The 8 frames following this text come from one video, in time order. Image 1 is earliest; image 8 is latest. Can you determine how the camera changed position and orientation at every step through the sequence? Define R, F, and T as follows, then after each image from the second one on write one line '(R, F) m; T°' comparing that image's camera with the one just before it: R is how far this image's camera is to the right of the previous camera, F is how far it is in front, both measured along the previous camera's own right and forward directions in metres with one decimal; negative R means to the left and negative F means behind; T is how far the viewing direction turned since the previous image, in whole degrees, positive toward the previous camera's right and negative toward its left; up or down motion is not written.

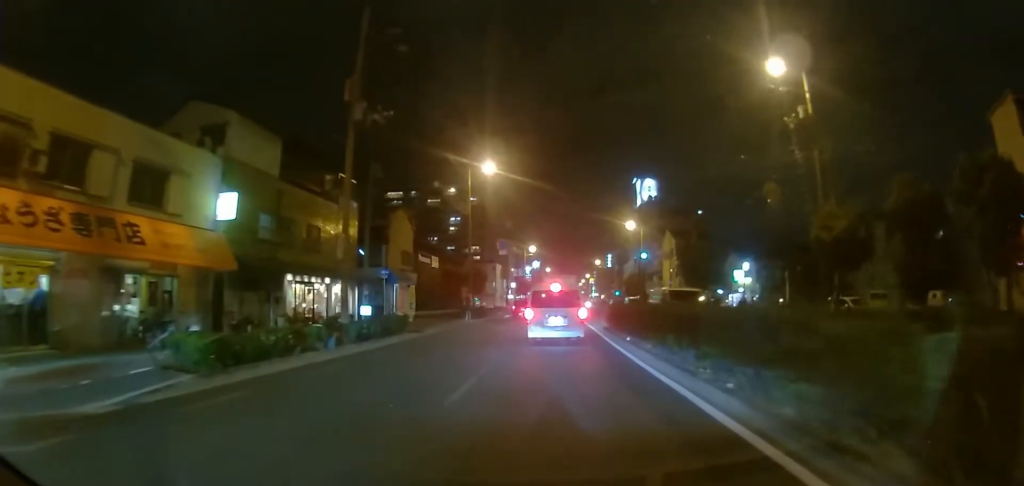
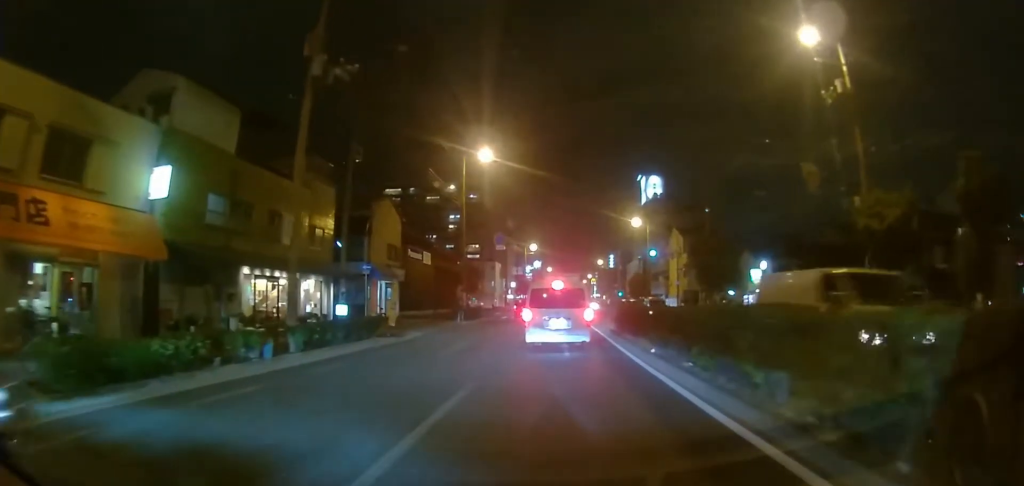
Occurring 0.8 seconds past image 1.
(0.0, +4.1) m; 0°
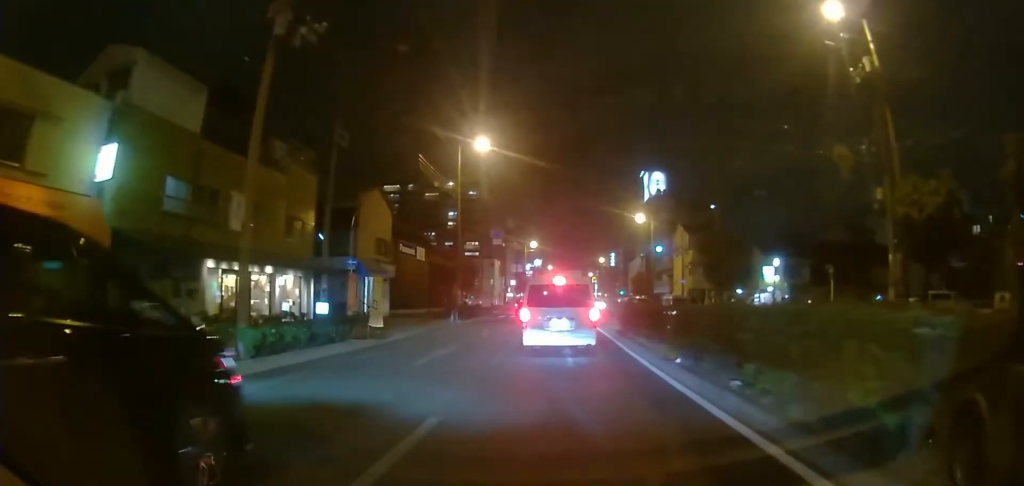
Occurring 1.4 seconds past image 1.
(0.0, +2.6) m; -1°
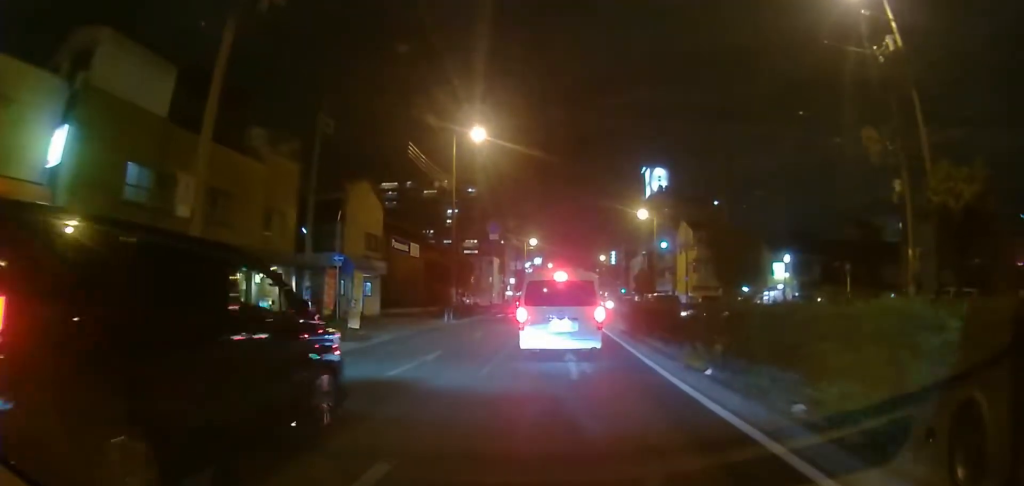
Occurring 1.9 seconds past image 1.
(0.0, +2.3) m; -1°
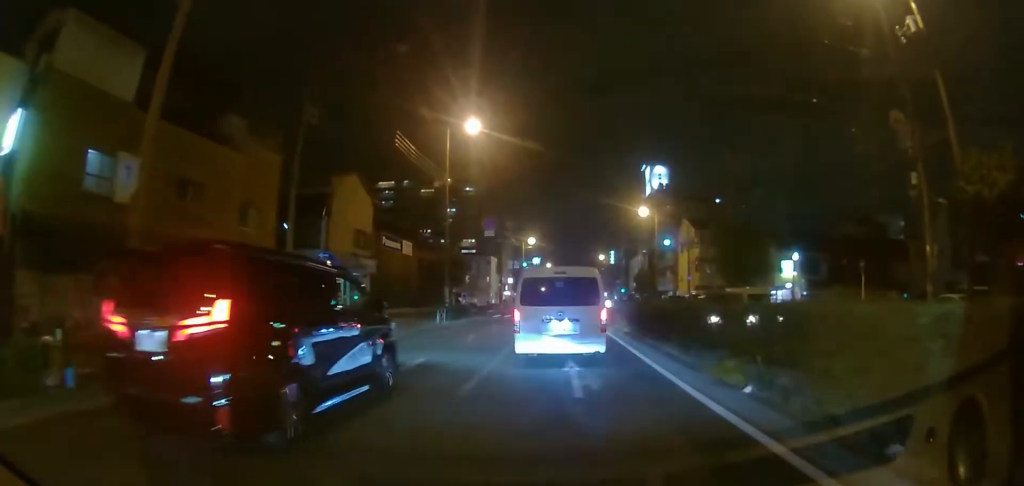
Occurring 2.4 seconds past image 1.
(-0.1, +2.0) m; -1°
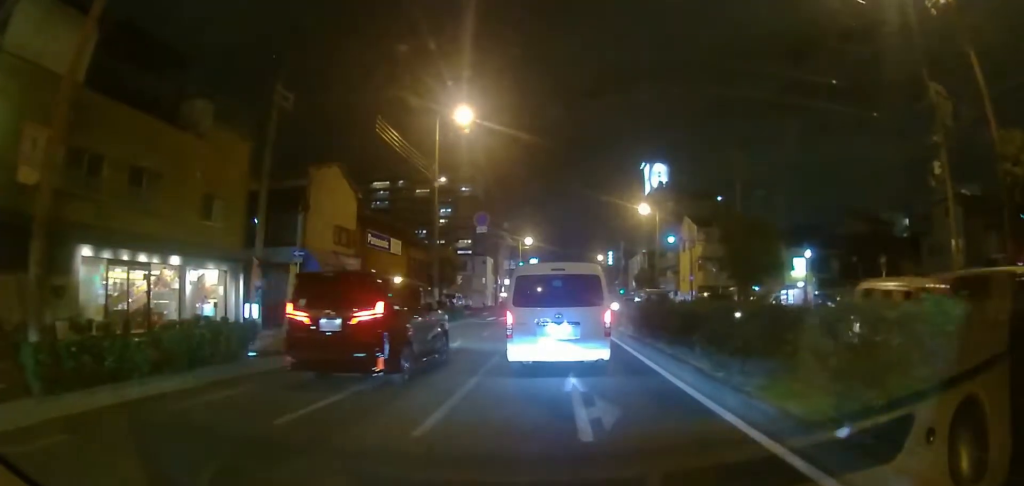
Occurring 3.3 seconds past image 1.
(0.0, +3.0) m; +1°
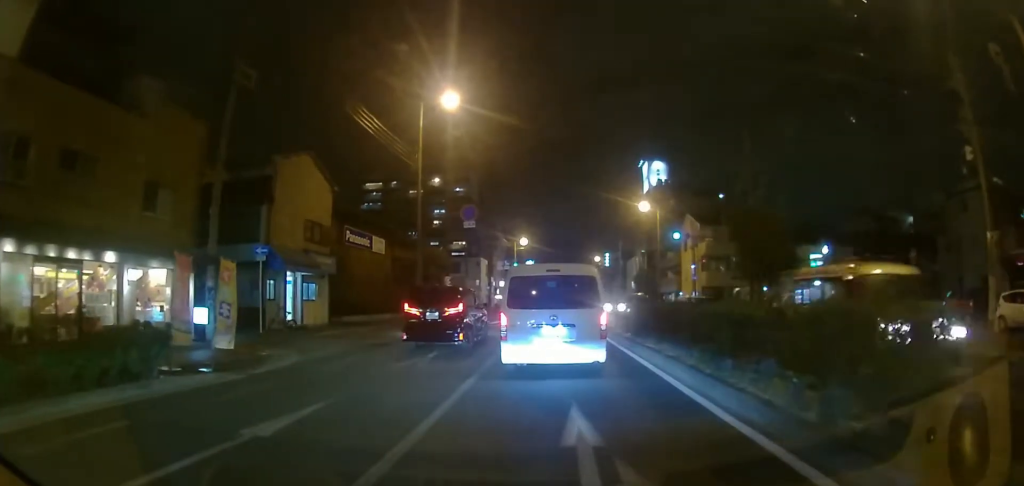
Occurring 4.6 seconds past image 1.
(+0.1, +4.1) m; +3°
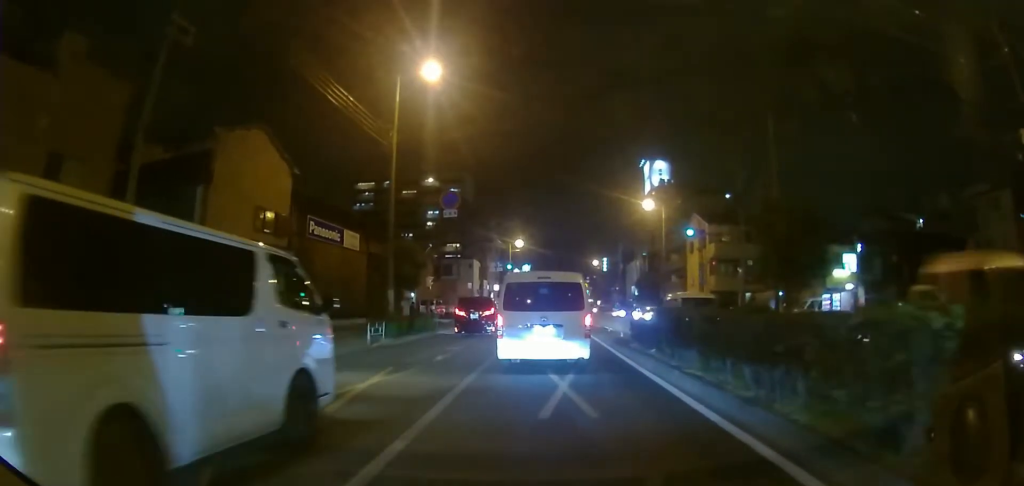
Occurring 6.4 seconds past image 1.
(+0.1, +4.7) m; +1°
